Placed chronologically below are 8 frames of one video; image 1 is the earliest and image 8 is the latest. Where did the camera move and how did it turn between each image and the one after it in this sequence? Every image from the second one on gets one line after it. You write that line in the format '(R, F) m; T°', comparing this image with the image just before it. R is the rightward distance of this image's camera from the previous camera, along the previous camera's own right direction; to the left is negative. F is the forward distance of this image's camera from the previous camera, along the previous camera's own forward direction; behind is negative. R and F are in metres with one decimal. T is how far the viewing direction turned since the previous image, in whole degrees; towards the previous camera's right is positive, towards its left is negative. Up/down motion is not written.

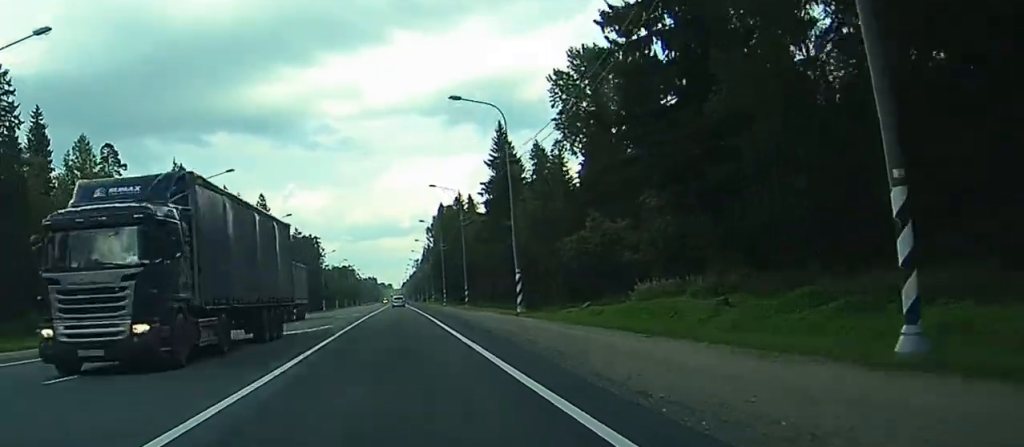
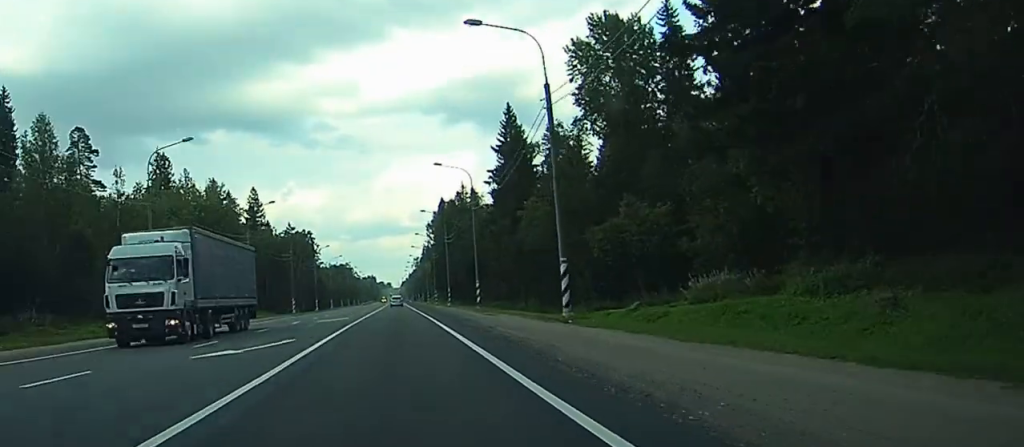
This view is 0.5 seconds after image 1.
(0.0, +12.7) m; 0°
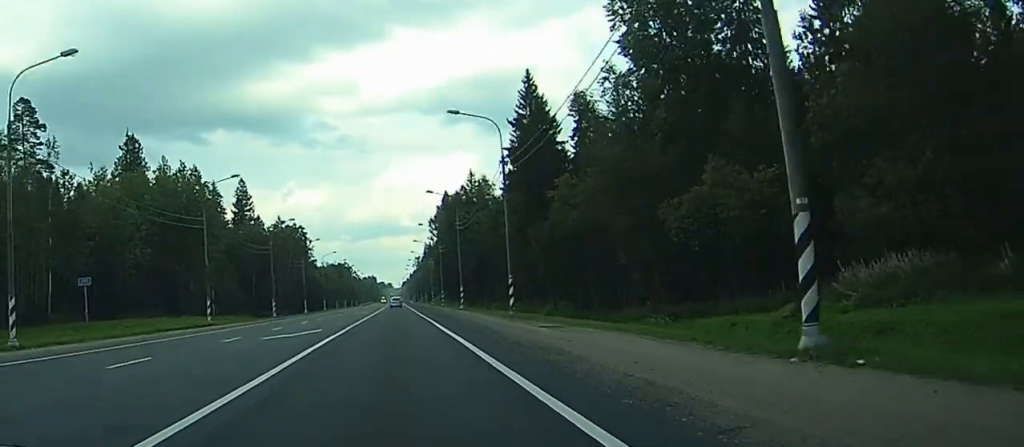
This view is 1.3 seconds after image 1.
(-0.1, +19.6) m; -1°
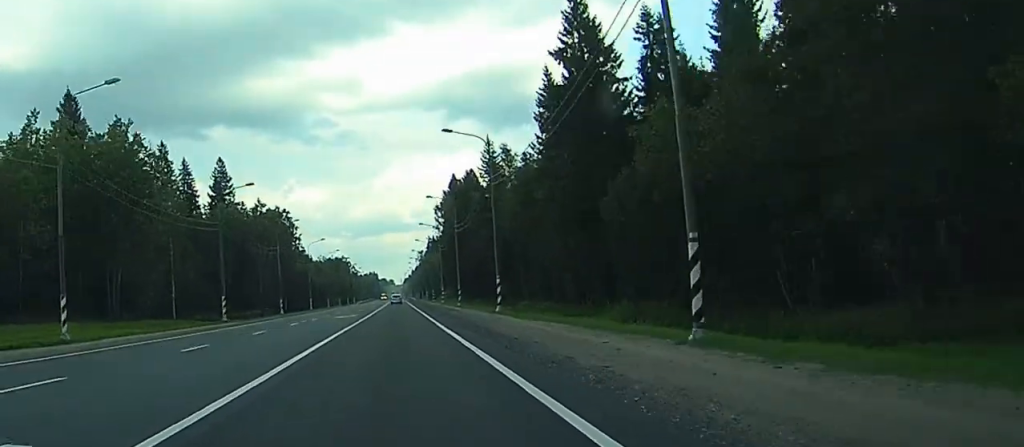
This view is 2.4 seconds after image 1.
(-0.2, +29.8) m; 0°
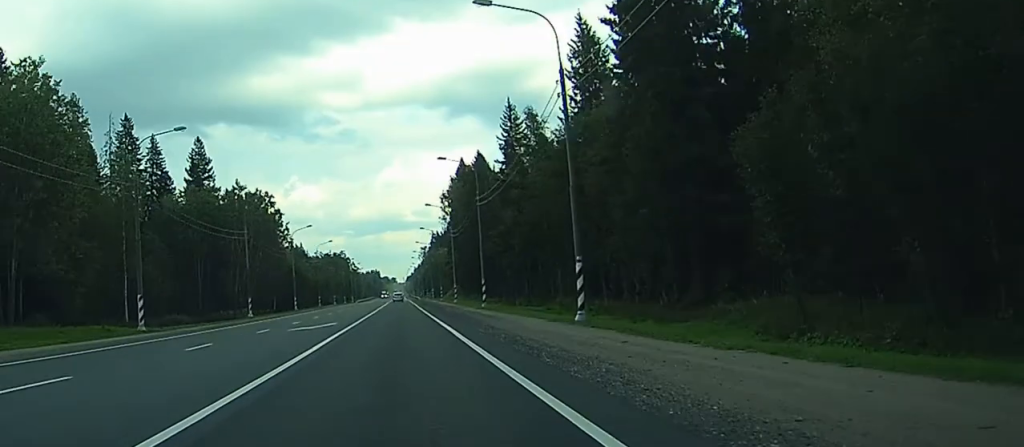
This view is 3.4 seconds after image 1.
(+0.1, +23.7) m; 0°
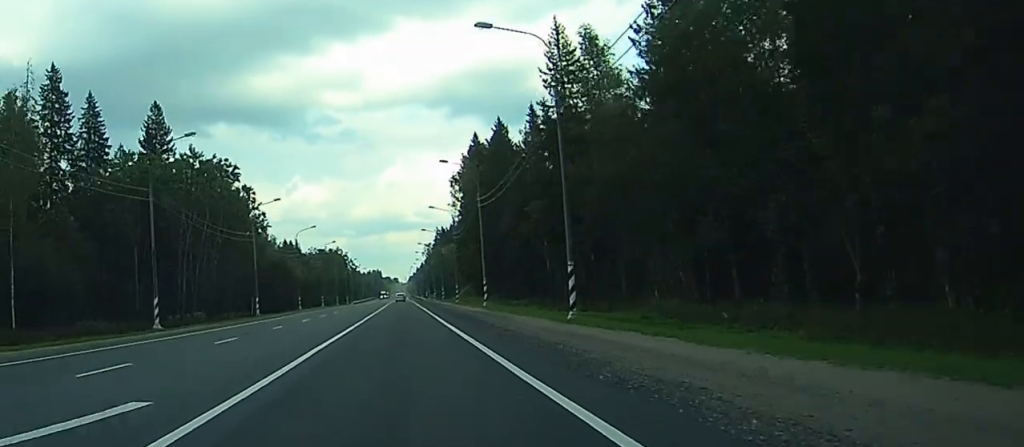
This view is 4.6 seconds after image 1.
(-0.1, +32.1) m; 0°
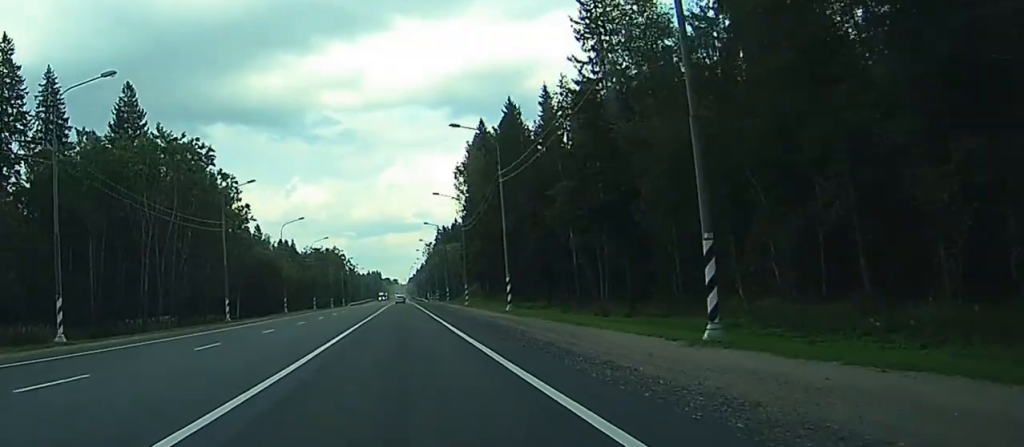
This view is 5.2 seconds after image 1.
(0.0, +14.4) m; 0°
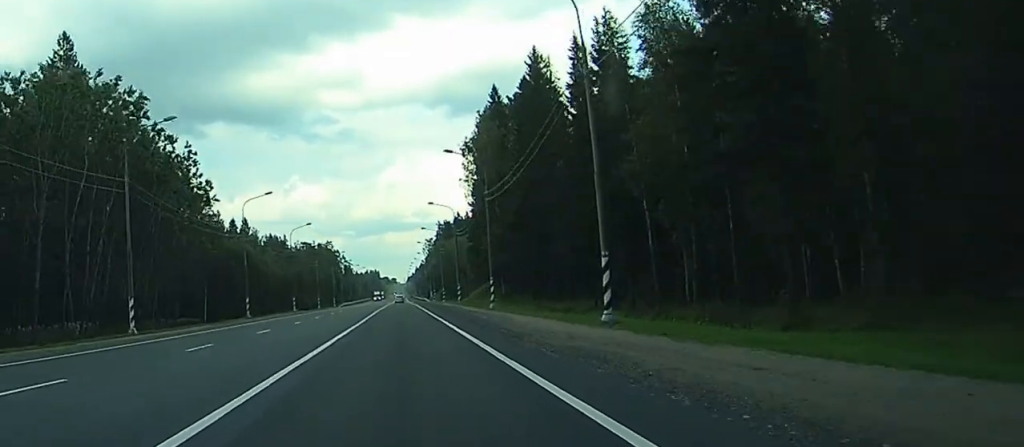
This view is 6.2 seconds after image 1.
(-0.1, +24.5) m; 0°
